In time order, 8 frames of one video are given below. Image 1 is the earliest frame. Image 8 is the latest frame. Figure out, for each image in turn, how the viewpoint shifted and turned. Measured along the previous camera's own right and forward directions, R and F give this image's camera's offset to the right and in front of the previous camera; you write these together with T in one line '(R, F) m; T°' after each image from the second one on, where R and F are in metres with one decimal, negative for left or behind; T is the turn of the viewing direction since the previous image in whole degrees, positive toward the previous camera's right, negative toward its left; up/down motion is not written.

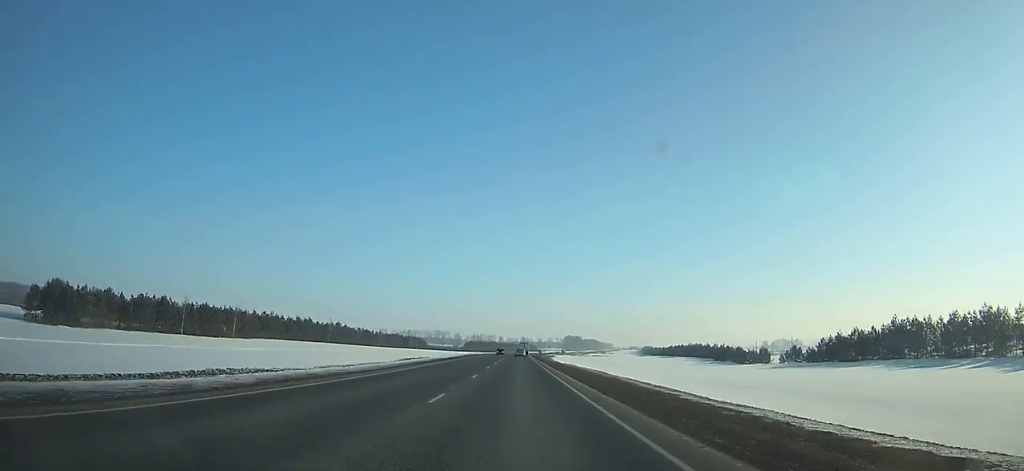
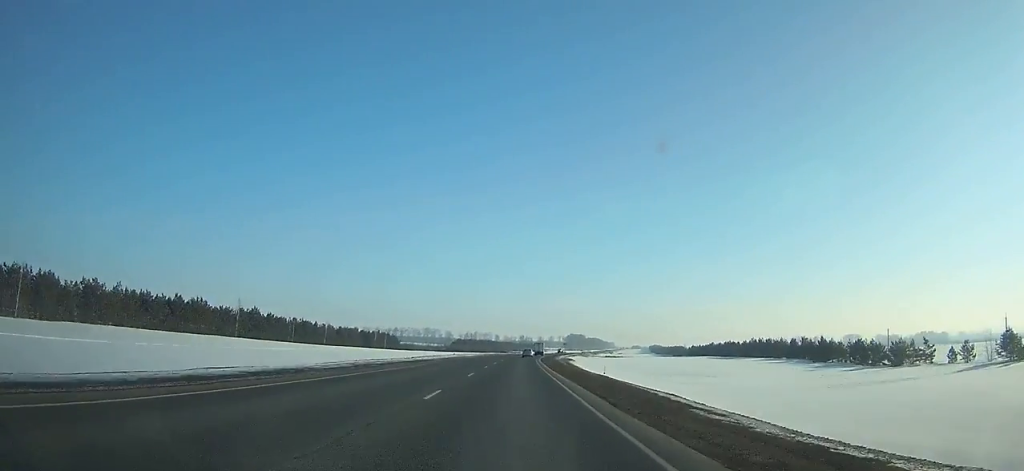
(+0.1, +70.9) m; +1°
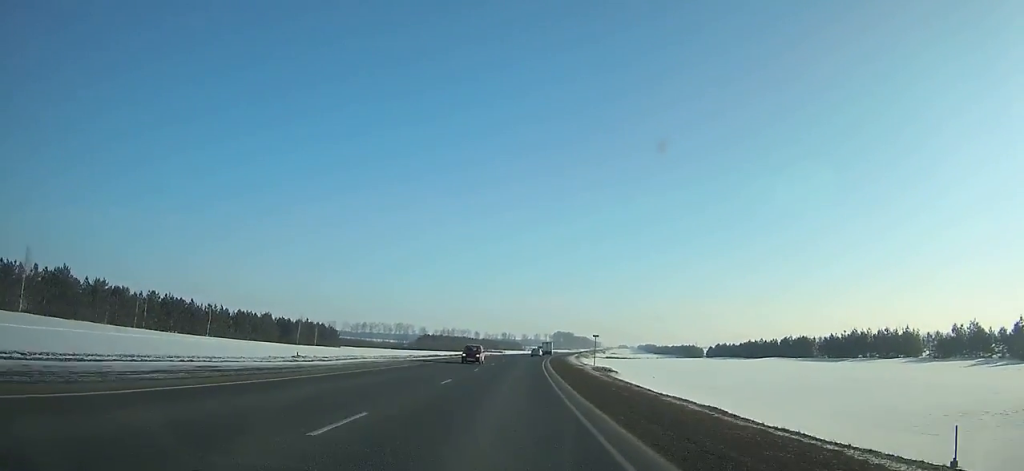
(+0.6, +65.9) m; +2°
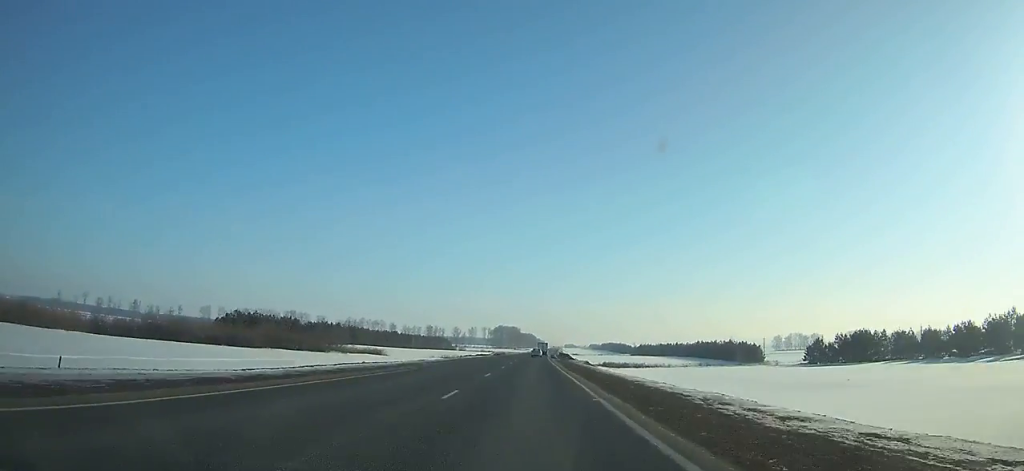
(+8.2, +148.8) m; +6°
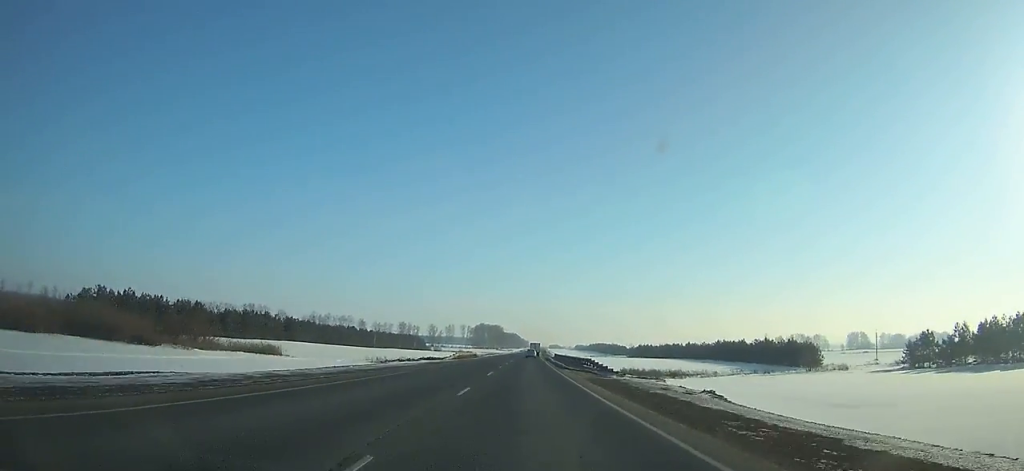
(+0.6, +46.3) m; +1°
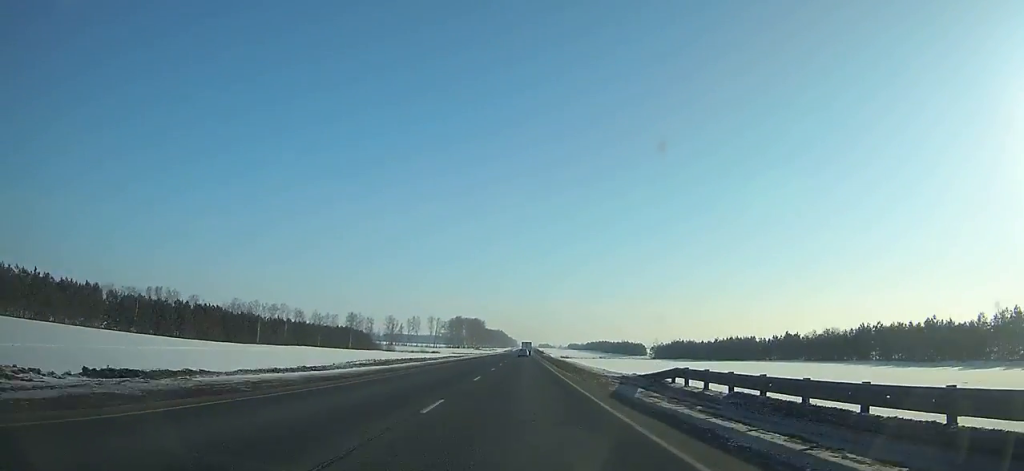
(+1.2, +102.0) m; +1°
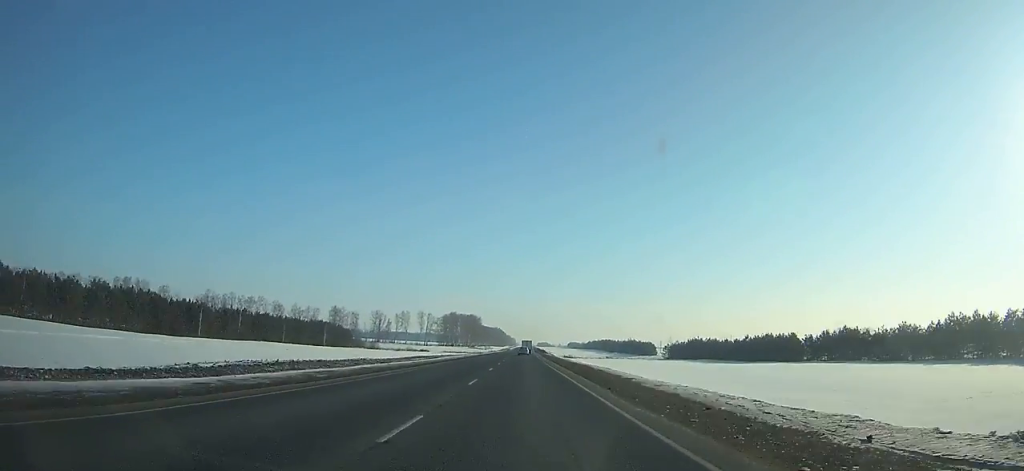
(0.0, +28.0) m; 0°
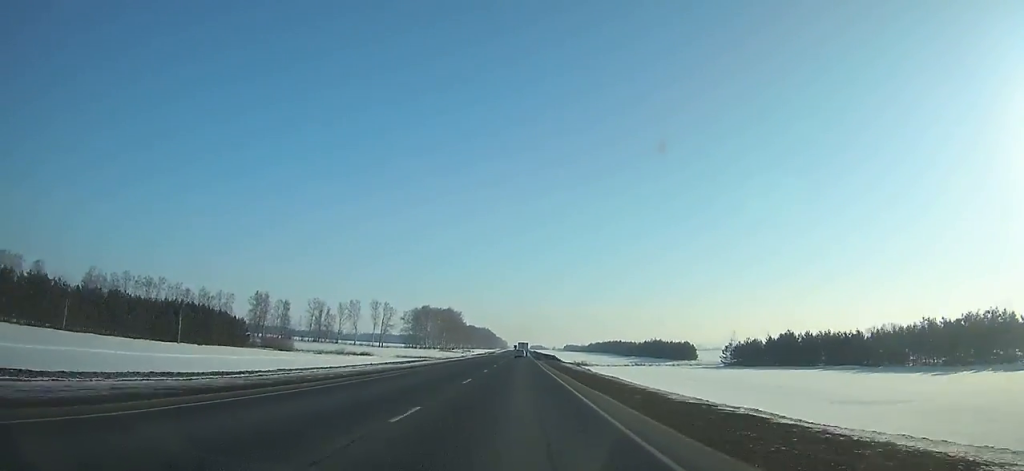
(+0.5, +82.8) m; 0°
